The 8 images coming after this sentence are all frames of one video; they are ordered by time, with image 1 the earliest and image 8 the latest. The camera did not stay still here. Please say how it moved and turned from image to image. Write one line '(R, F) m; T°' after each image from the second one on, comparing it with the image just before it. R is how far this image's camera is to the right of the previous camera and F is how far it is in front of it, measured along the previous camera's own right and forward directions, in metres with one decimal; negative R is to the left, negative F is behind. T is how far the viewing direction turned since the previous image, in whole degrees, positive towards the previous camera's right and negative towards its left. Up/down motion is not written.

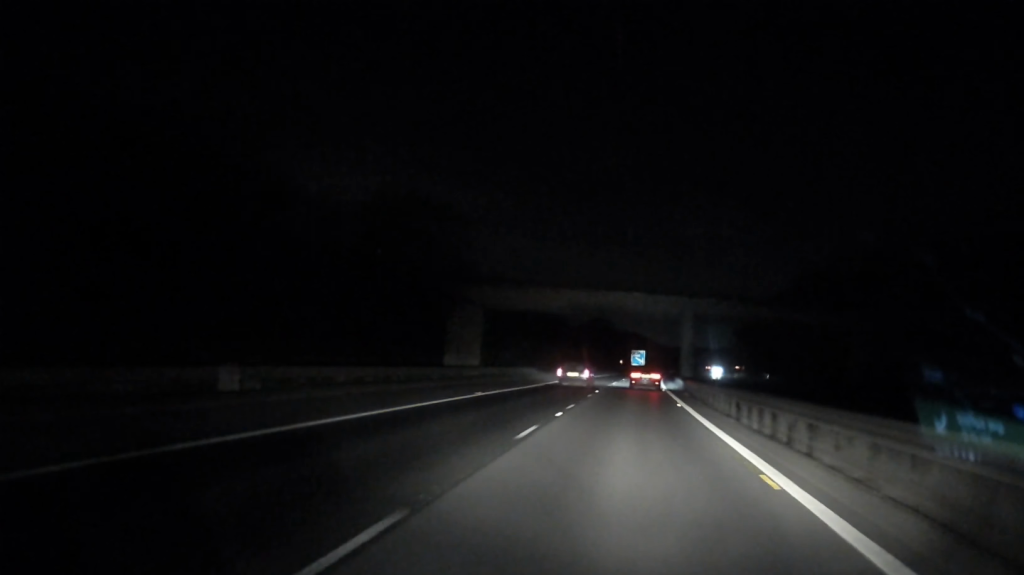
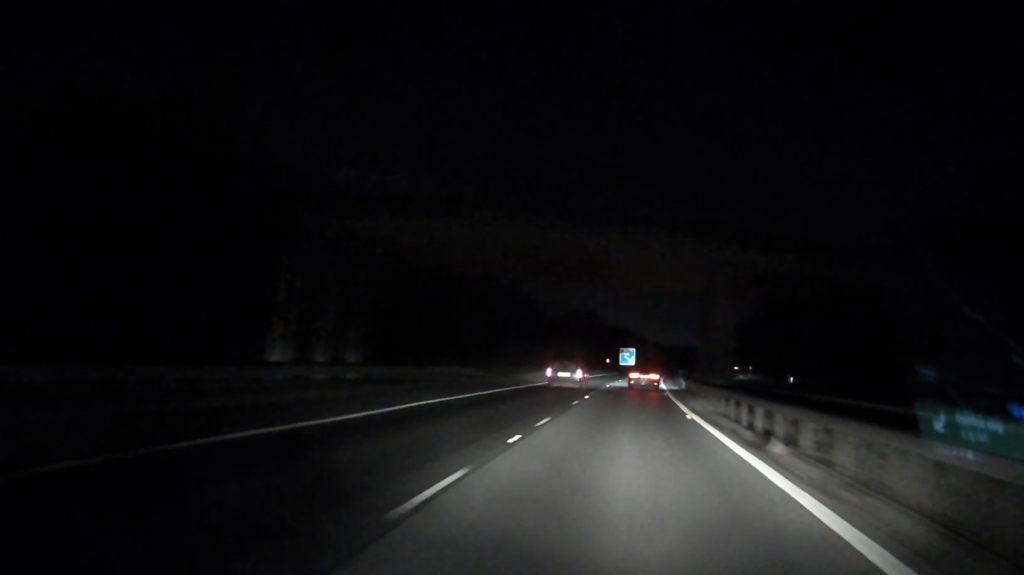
(+0.2, +24.0) m; +1°
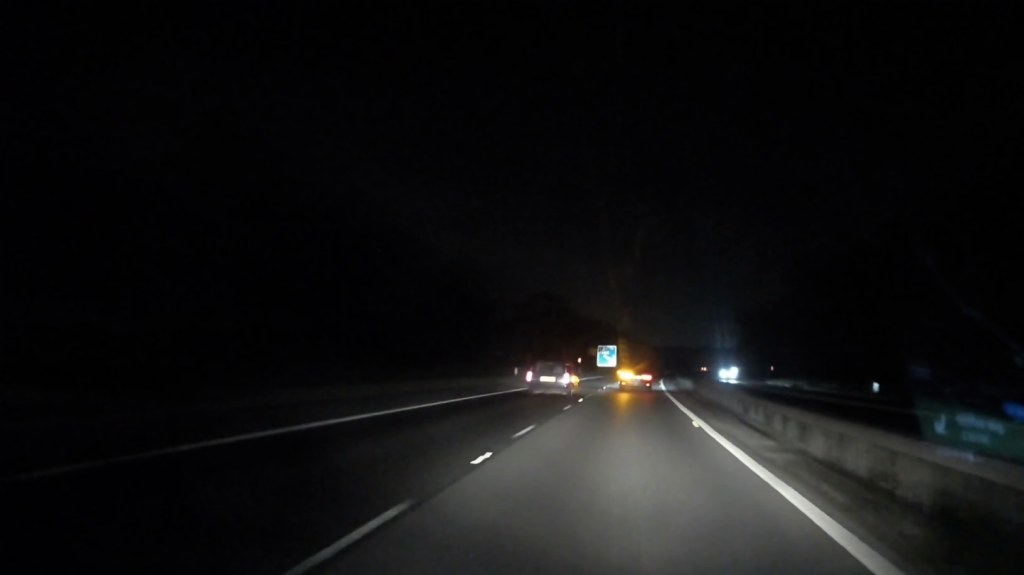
(+0.8, +38.0) m; +1°
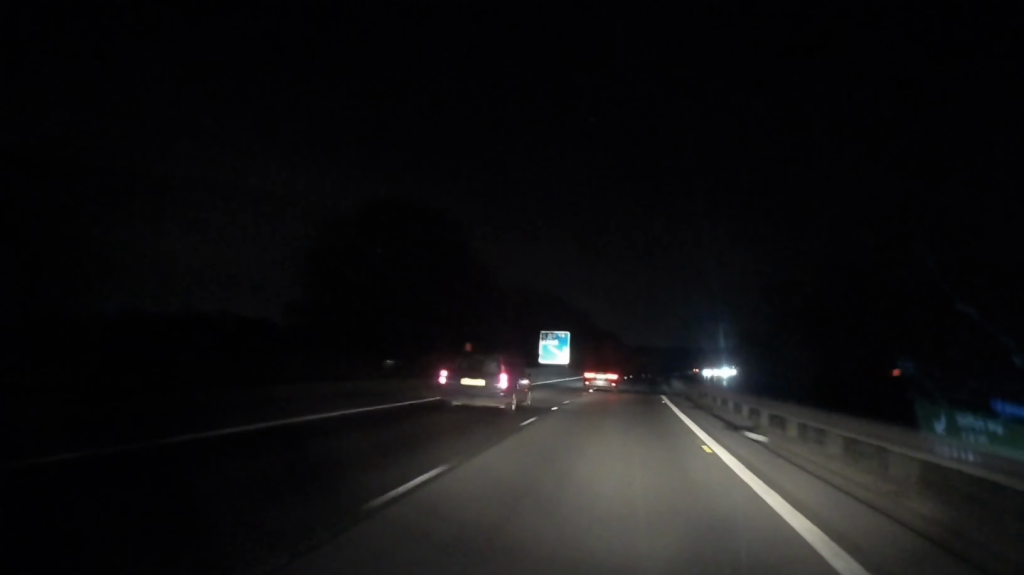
(+1.1, +60.4) m; +3°
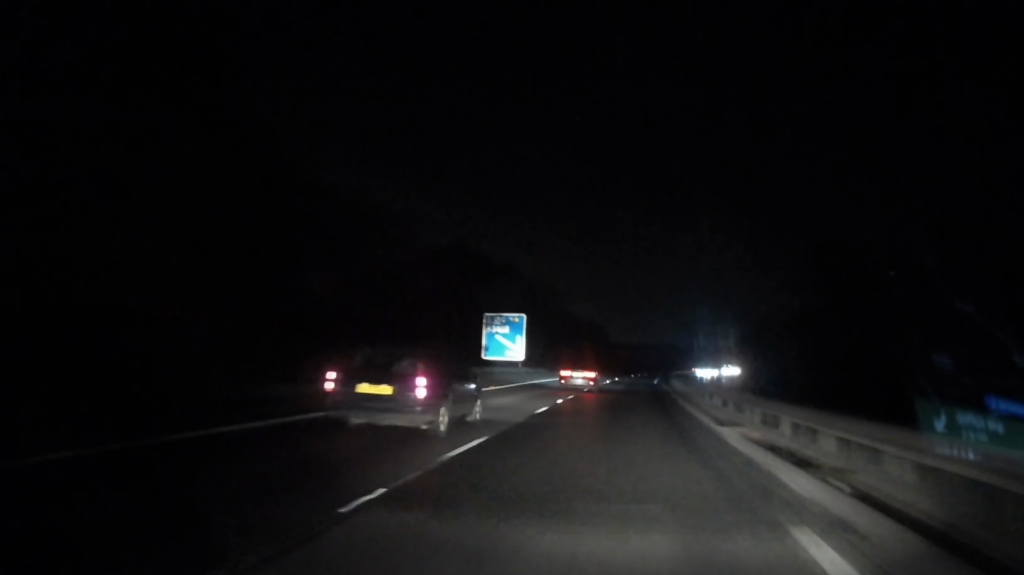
(+0.4, +32.8) m; +1°
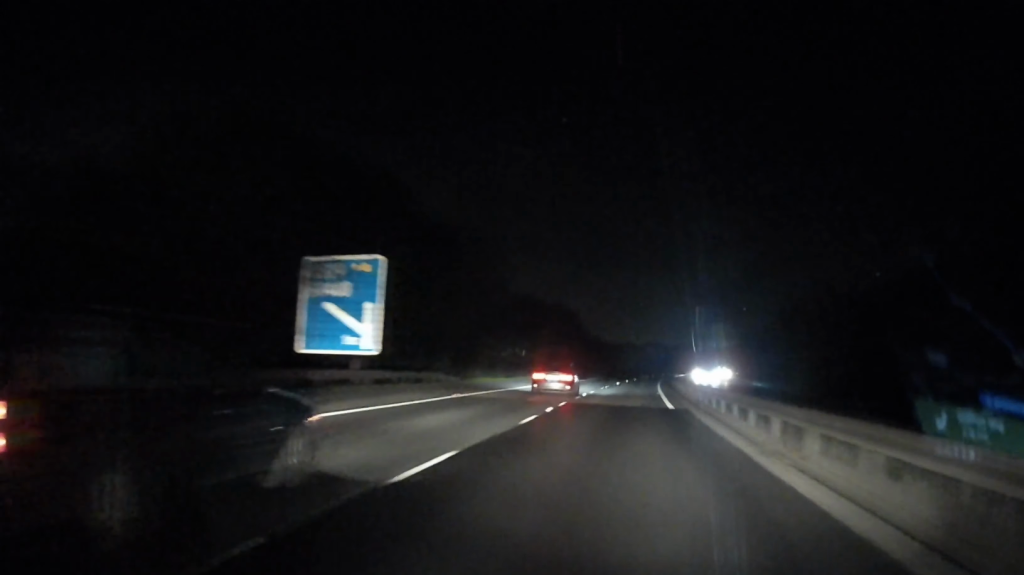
(+0.2, +38.0) m; 0°
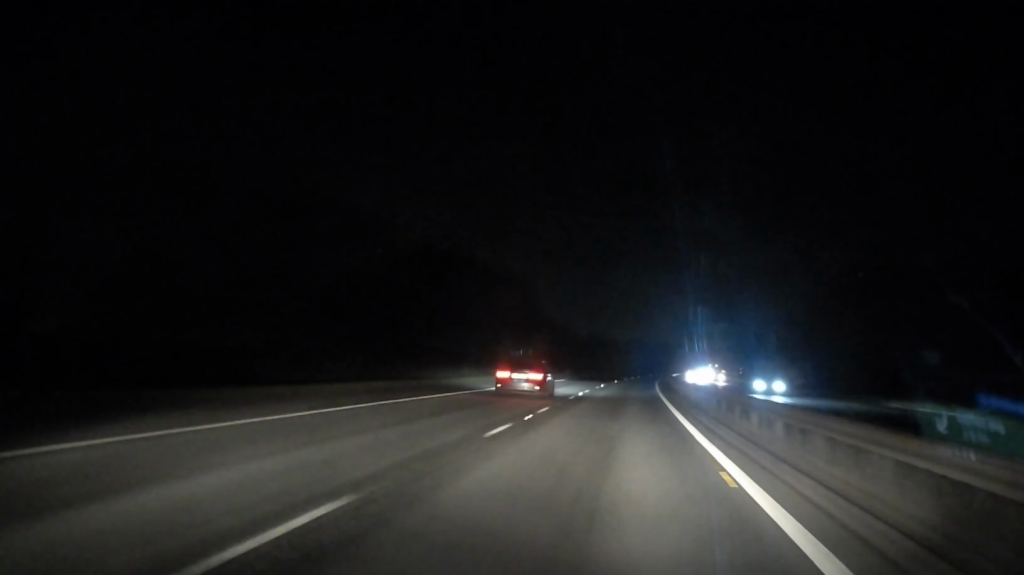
(0.0, +35.5) m; +1°
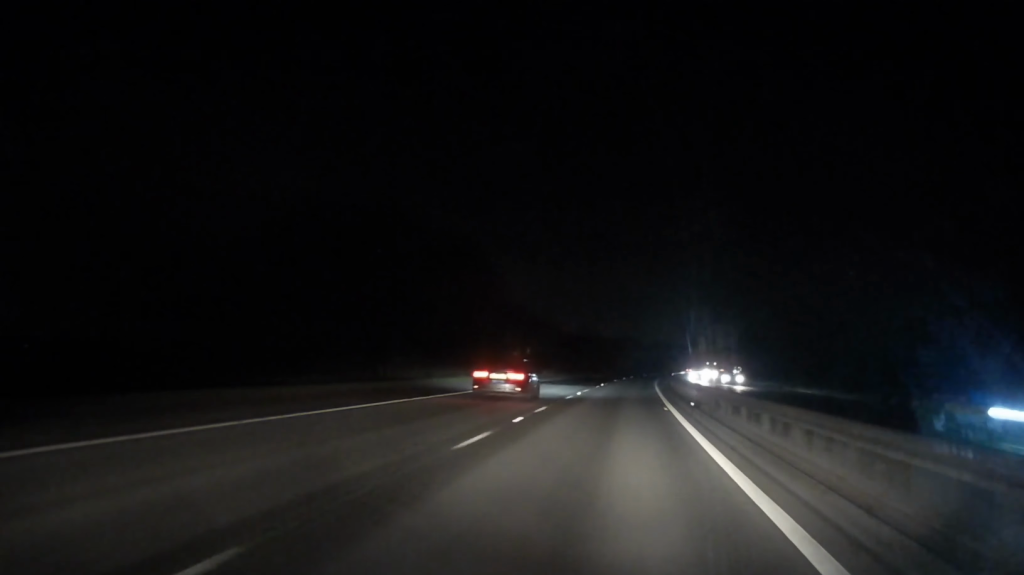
(0.0, +18.3) m; +1°
